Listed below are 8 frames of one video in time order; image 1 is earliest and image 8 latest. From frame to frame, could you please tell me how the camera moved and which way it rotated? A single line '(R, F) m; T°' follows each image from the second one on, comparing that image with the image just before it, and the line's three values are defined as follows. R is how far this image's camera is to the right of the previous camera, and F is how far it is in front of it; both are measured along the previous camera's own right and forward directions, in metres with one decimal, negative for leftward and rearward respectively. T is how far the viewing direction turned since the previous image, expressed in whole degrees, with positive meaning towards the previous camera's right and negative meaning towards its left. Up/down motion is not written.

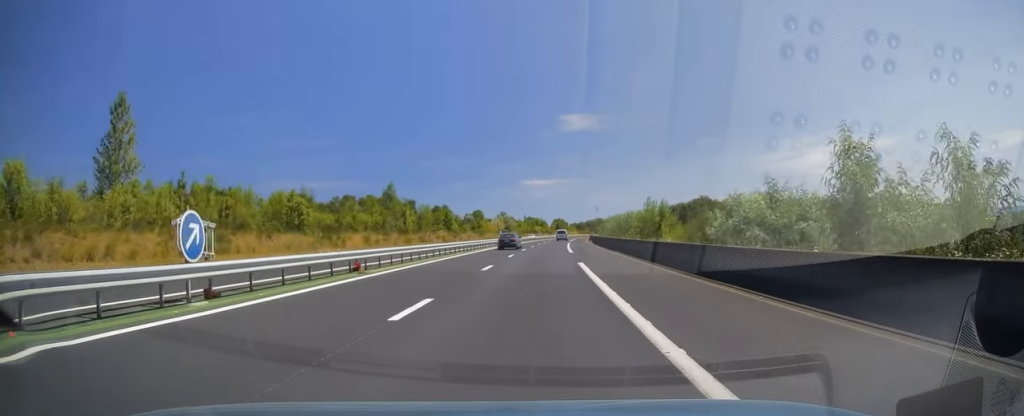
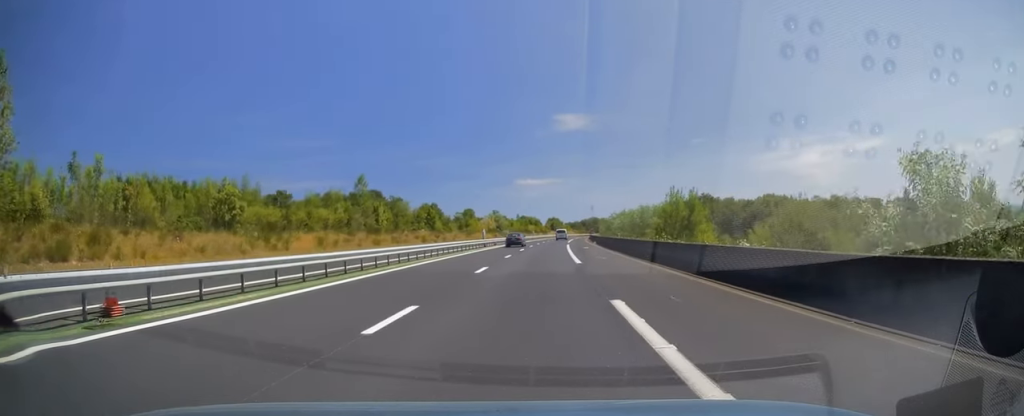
(+0.3, +14.3) m; +1°
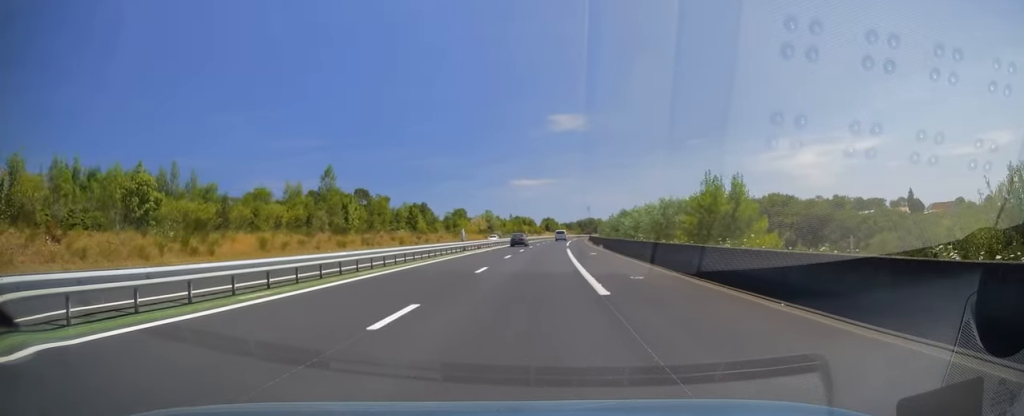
(0.0, +12.3) m; 0°
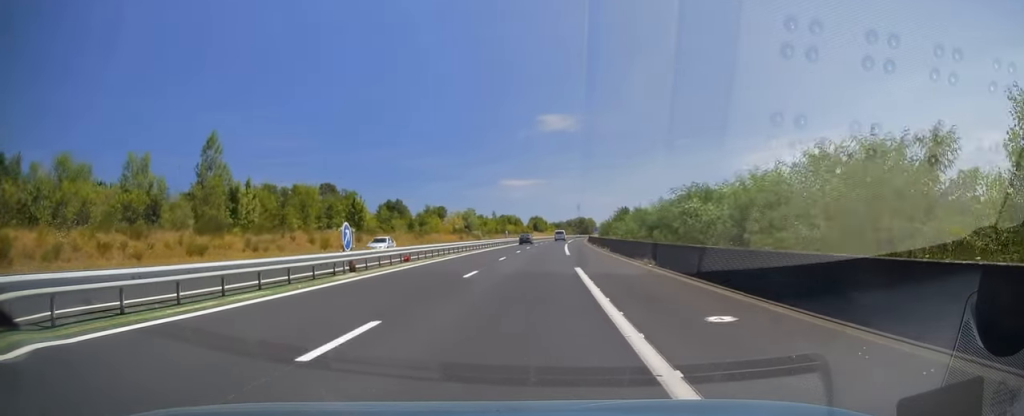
(+0.1, +28.1) m; +1°
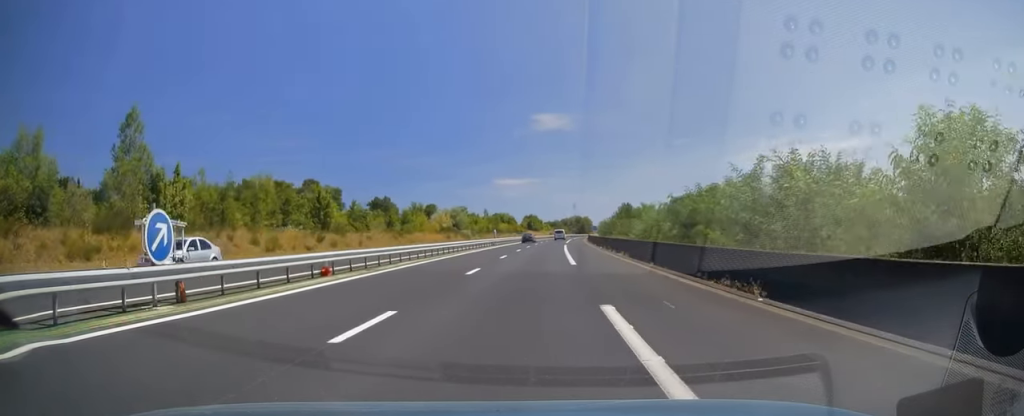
(+0.1, +11.8) m; 0°
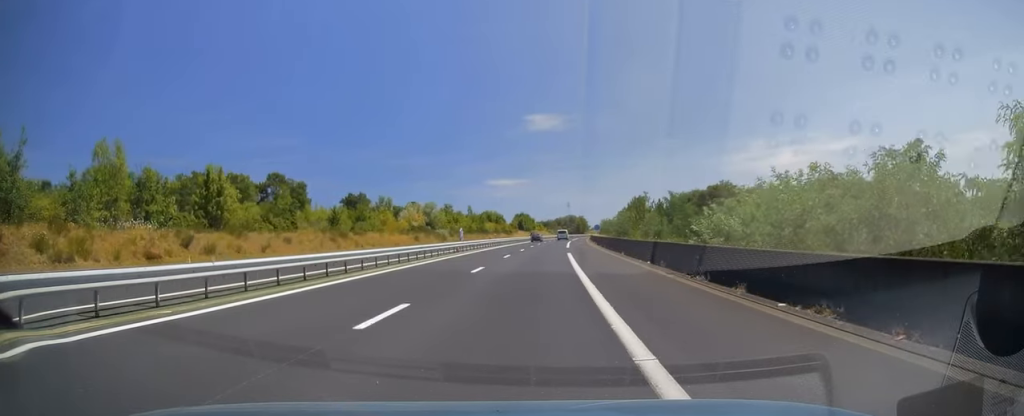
(+0.1, +24.7) m; 0°
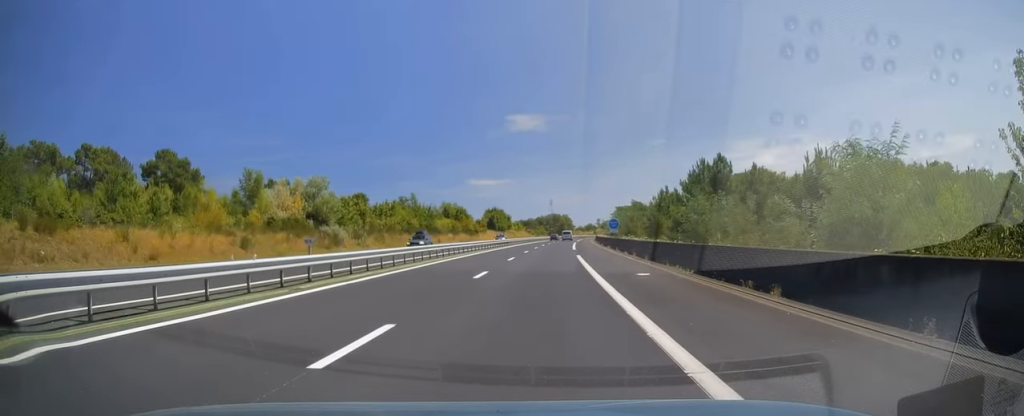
(+0.5, +54.3) m; +2°
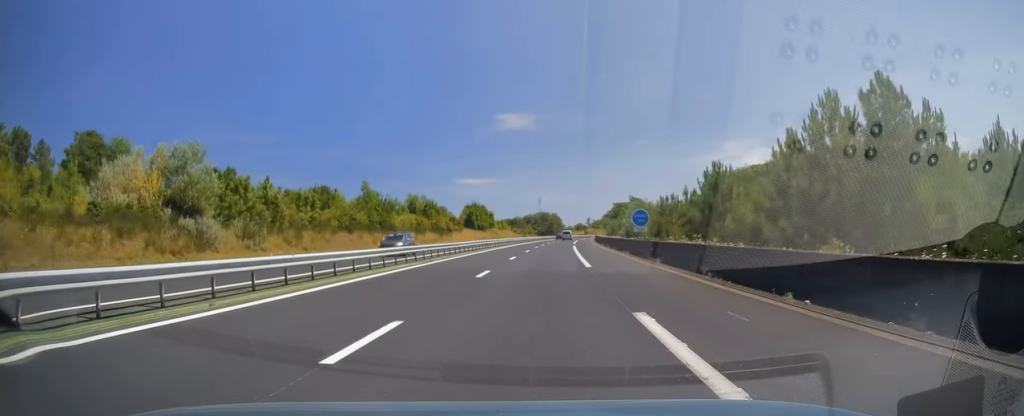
(+0.6, +25.6) m; +1°
